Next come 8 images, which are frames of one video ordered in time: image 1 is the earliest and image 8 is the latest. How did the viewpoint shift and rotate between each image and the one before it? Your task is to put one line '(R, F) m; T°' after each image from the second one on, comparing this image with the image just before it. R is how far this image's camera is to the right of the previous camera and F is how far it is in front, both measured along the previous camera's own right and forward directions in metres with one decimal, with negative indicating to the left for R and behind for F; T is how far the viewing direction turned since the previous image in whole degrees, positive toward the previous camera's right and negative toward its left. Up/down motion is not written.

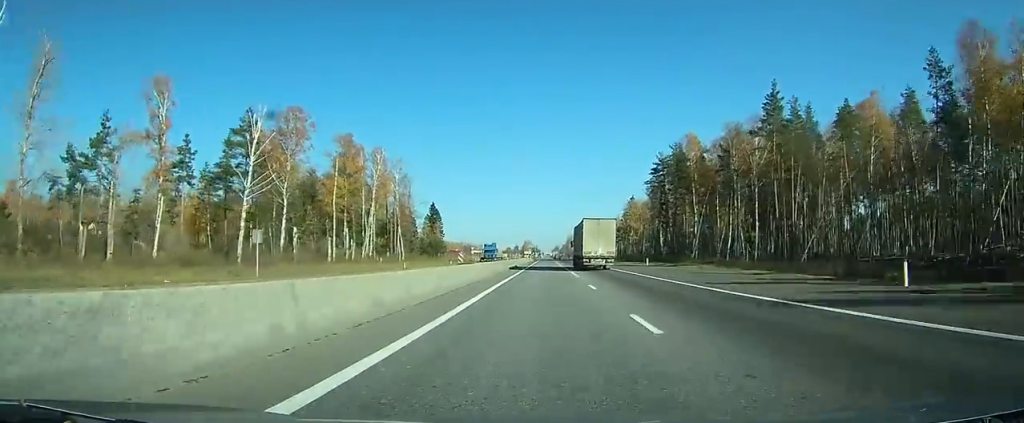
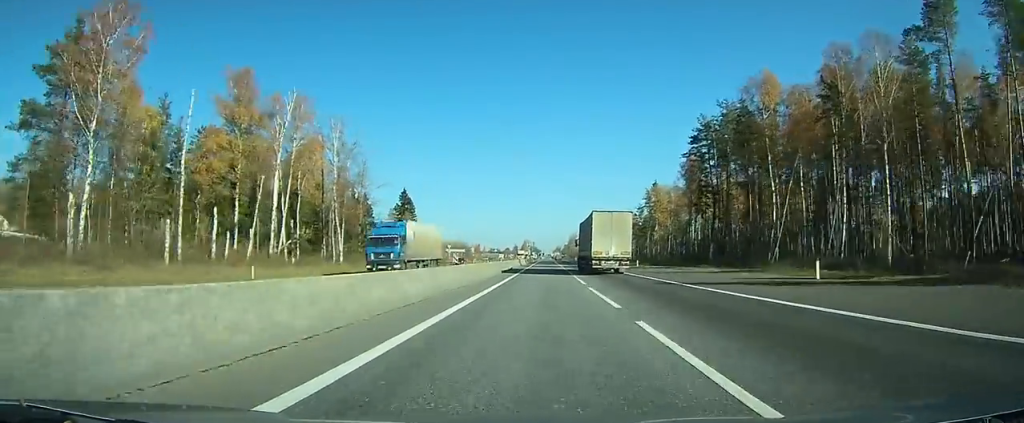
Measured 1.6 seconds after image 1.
(+0.1, +41.0) m; 0°
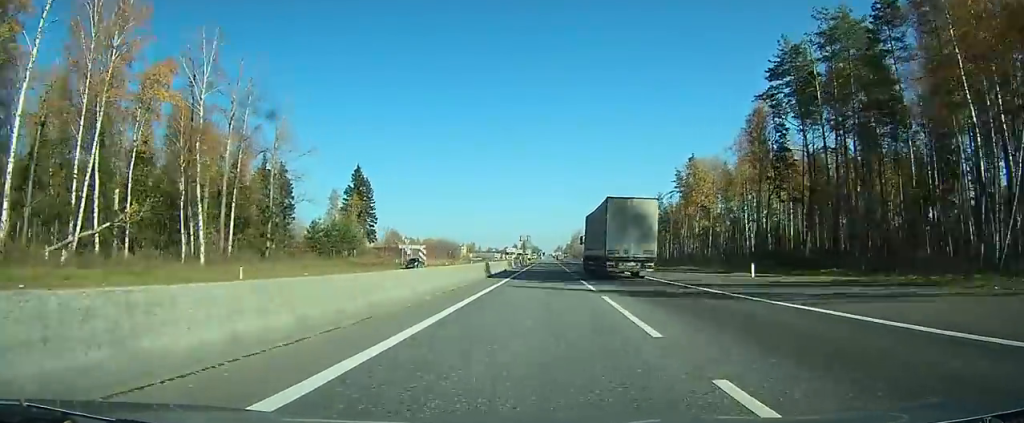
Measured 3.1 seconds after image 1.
(0.0, +38.5) m; 0°
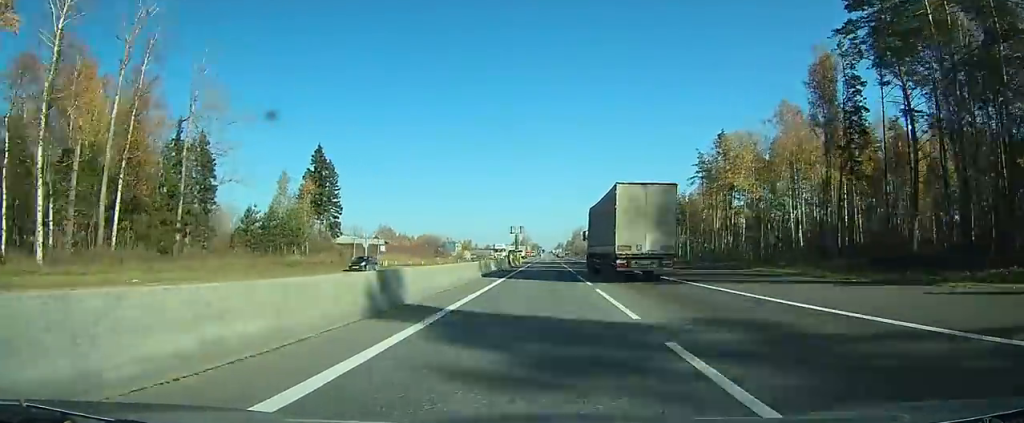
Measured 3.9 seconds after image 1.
(0.0, +19.9) m; 0°
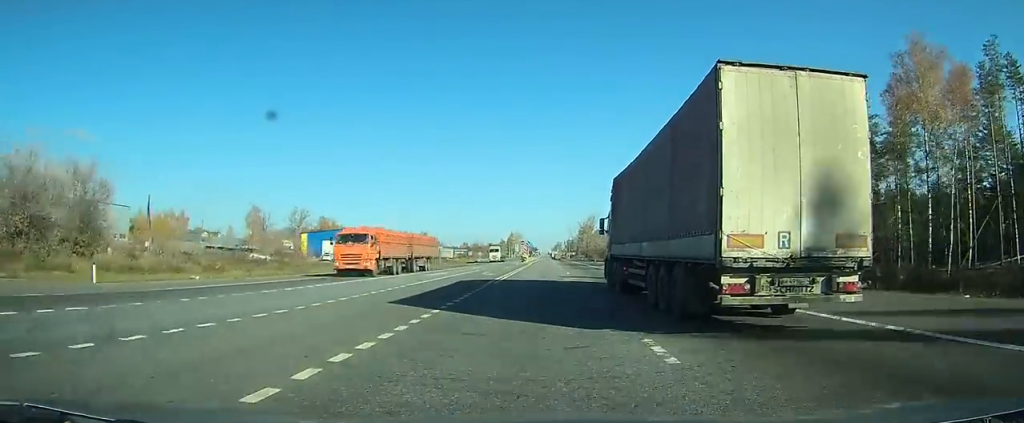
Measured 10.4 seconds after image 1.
(-1.0, +155.4) m; 0°
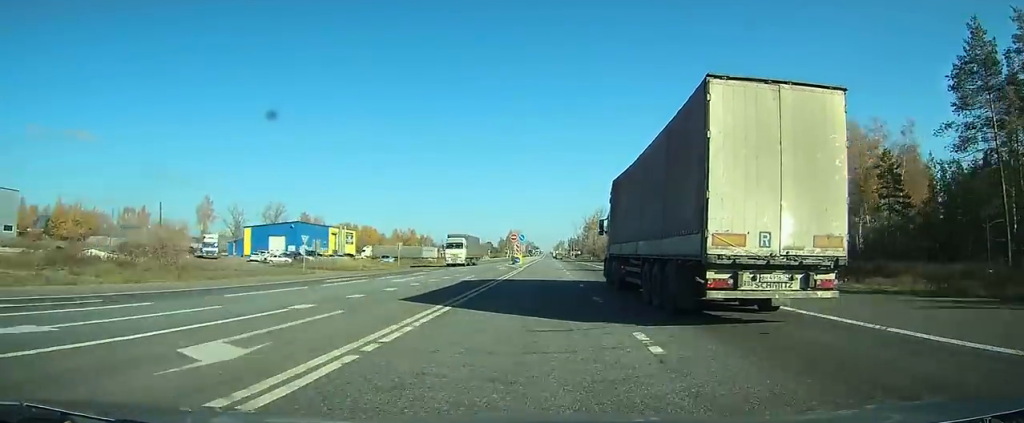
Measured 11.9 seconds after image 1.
(+0.3, +30.8) m; 0°
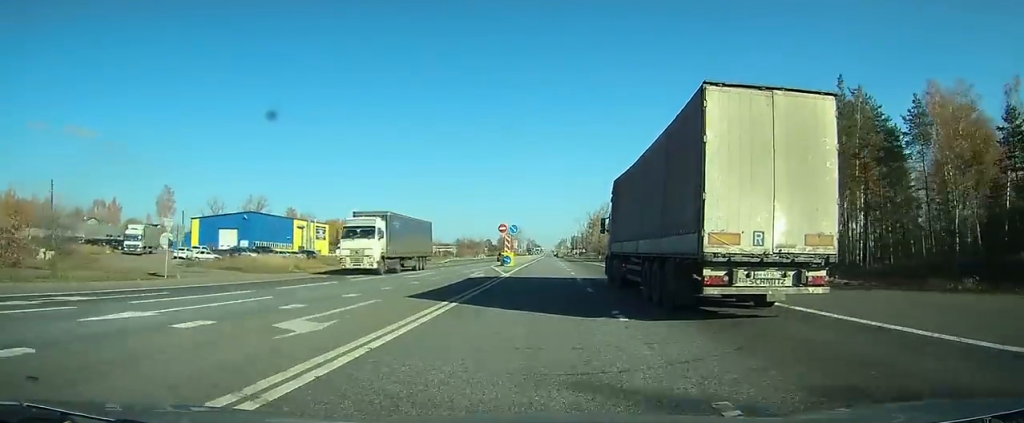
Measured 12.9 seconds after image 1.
(0.0, +19.7) m; 0°
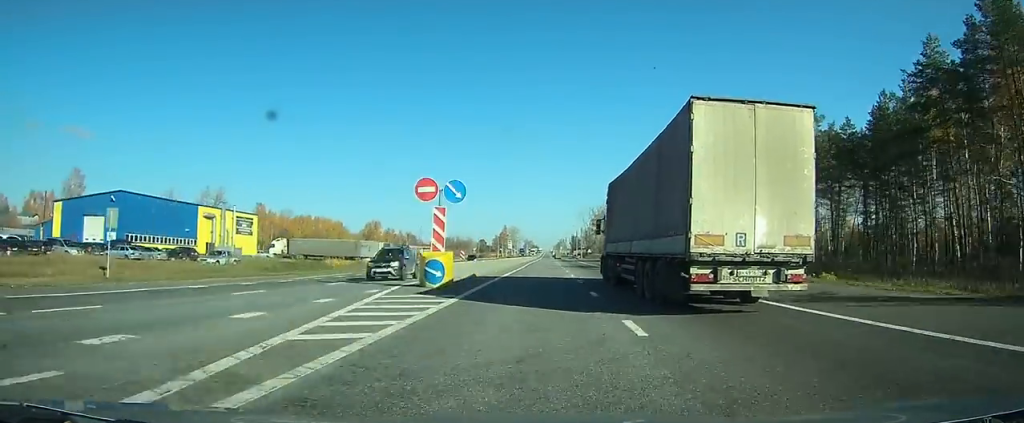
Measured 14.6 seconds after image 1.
(-0.1, +33.0) m; 0°
